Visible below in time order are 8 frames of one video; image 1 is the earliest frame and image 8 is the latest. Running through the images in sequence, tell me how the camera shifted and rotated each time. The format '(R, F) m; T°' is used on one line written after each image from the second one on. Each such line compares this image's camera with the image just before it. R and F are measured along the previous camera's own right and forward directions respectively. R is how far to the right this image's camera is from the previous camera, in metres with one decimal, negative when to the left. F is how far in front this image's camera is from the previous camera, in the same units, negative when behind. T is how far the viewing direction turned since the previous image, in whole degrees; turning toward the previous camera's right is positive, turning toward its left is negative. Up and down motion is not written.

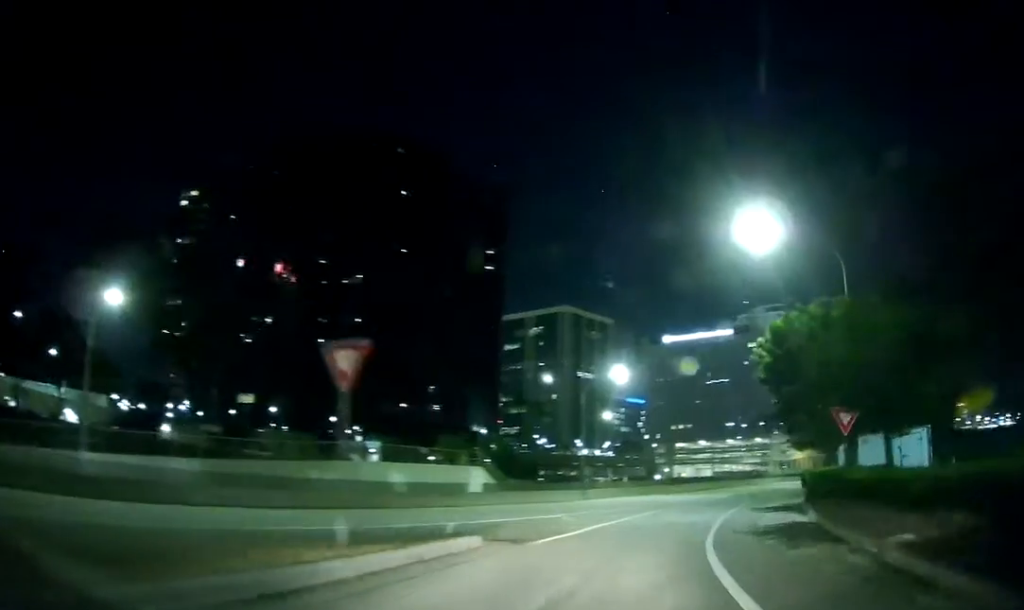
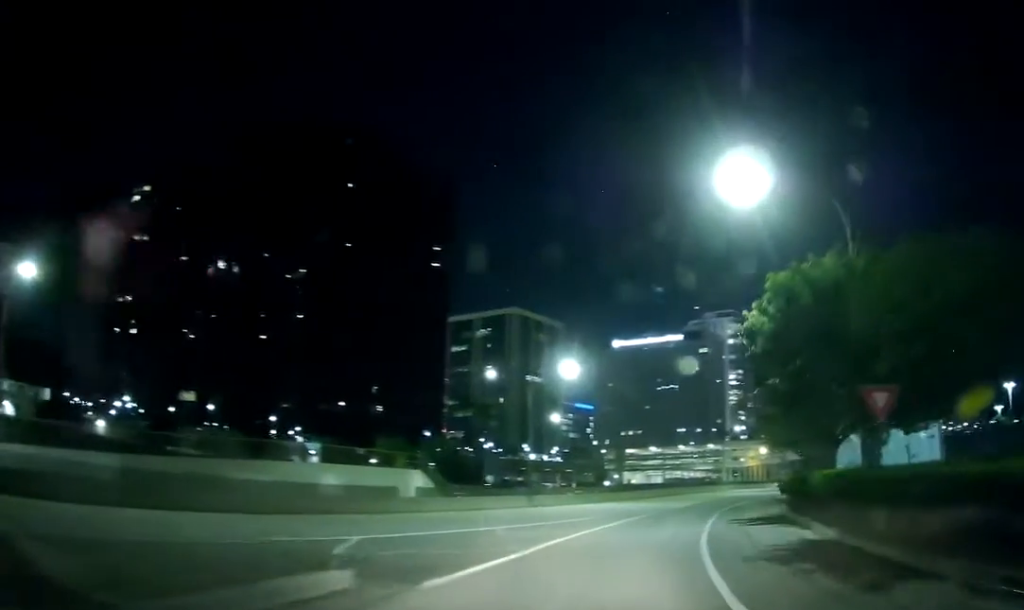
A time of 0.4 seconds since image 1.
(+0.2, +5.6) m; +3°
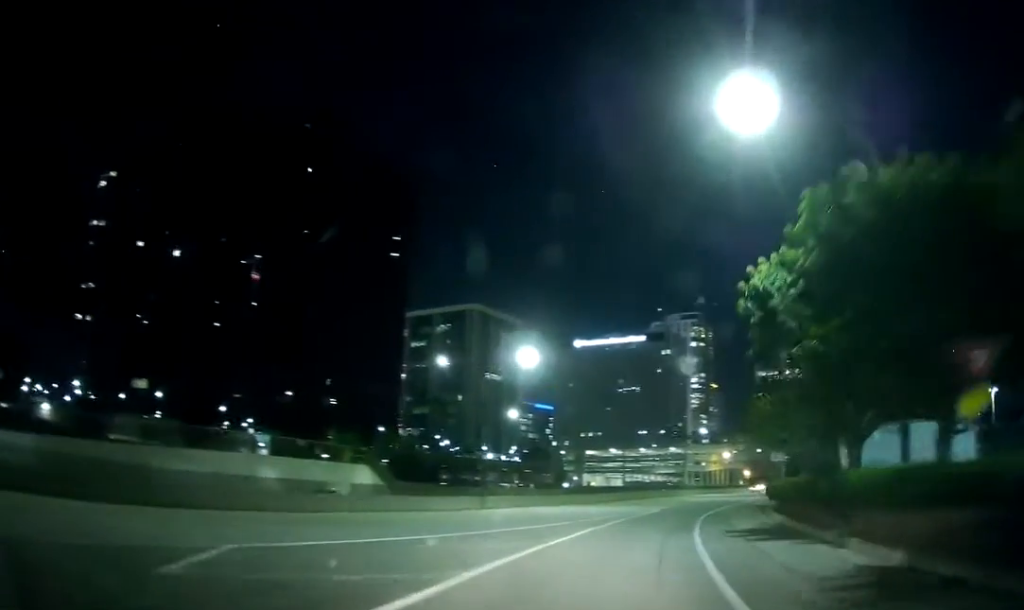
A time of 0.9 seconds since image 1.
(+0.1, +5.8) m; +2°
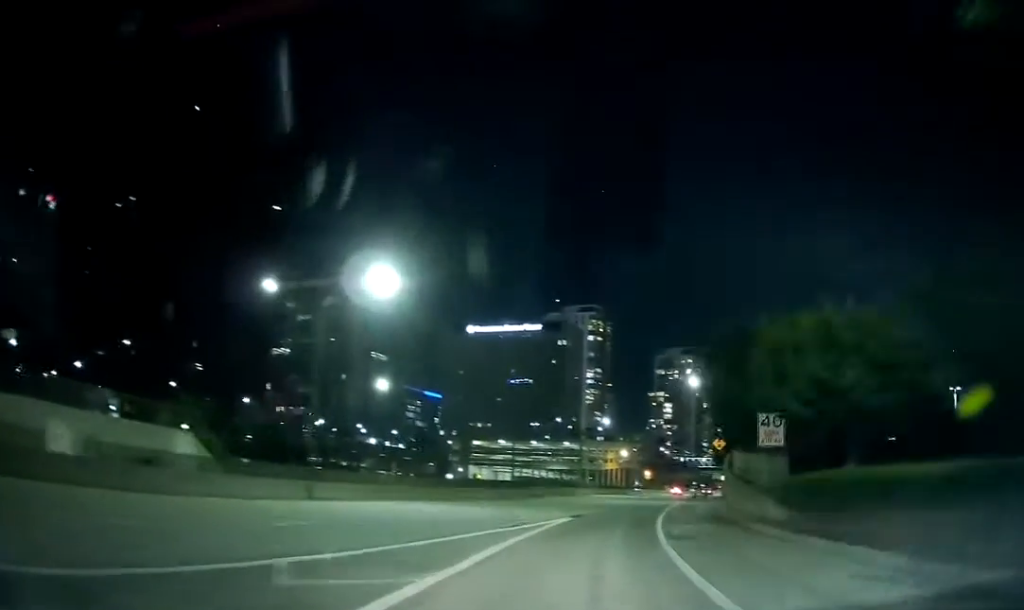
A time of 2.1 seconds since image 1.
(+0.7, +16.9) m; +5°
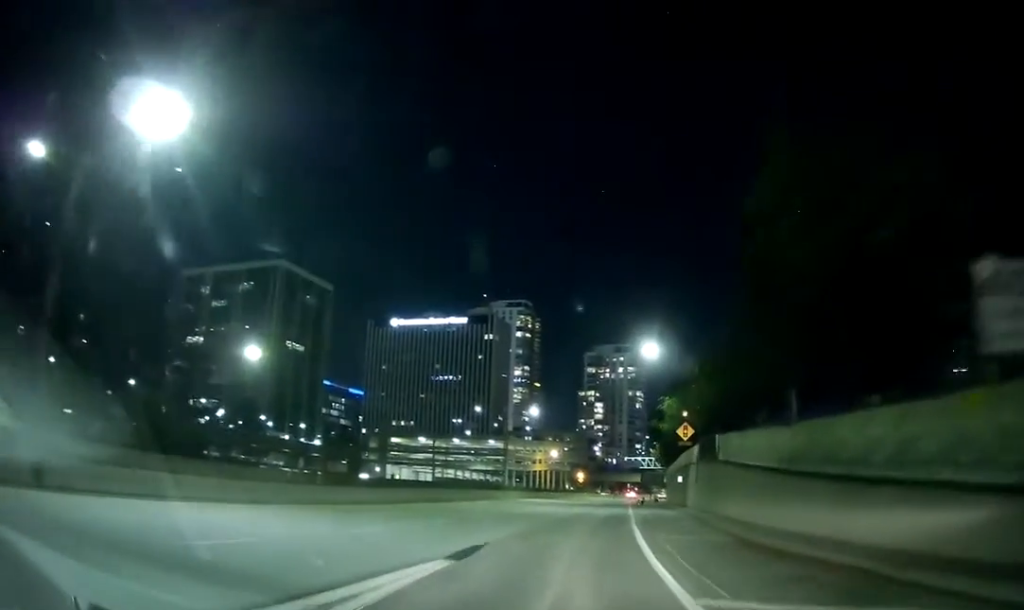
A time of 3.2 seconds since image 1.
(+0.7, +17.1) m; +6°
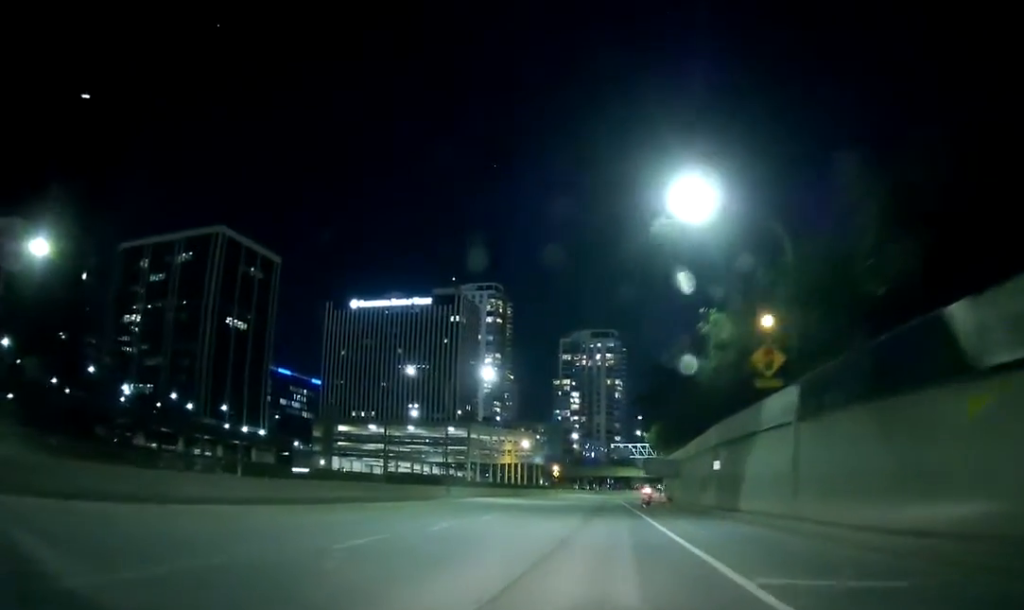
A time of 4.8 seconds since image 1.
(+1.5, +26.7) m; +3°
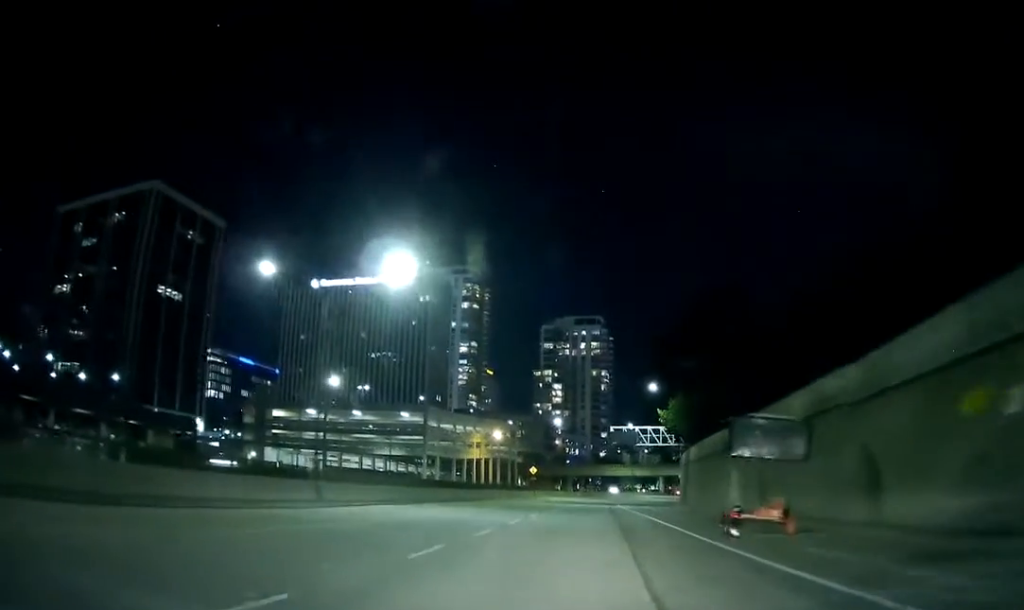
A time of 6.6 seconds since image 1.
(+0.3, +31.1) m; +1°
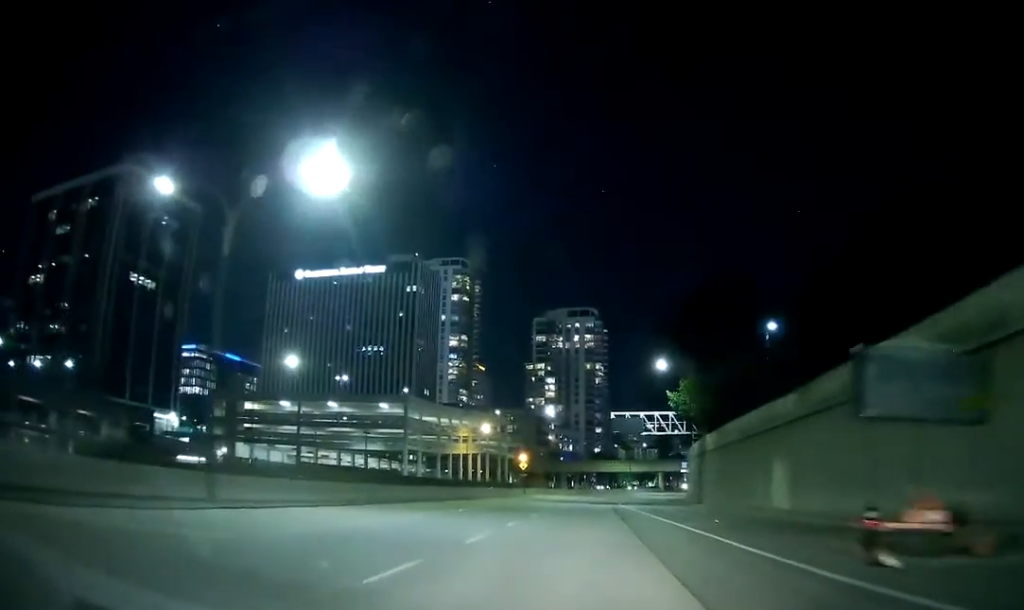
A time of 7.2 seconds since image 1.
(0.0, +10.6) m; +1°
